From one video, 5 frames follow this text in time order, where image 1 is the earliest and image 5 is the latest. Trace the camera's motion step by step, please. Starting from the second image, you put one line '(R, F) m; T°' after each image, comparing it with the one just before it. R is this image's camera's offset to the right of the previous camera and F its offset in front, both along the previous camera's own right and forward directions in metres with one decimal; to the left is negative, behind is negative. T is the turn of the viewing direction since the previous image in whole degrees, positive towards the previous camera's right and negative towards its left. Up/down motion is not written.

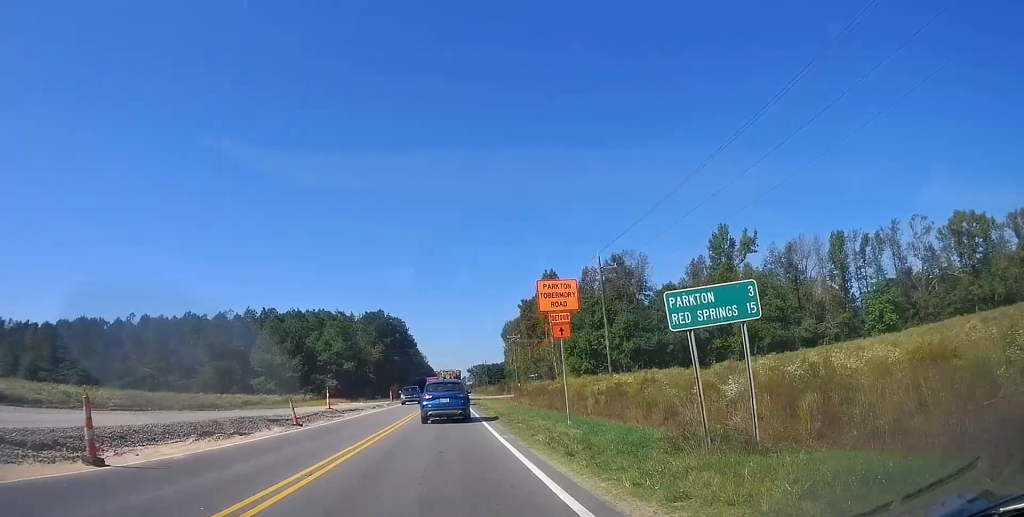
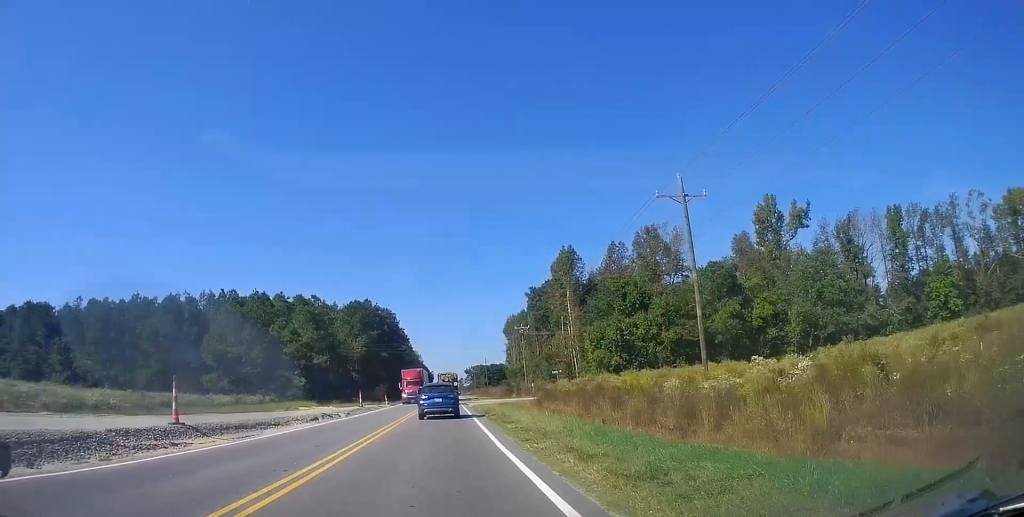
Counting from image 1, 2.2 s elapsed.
(+0.1, +19.0) m; -2°
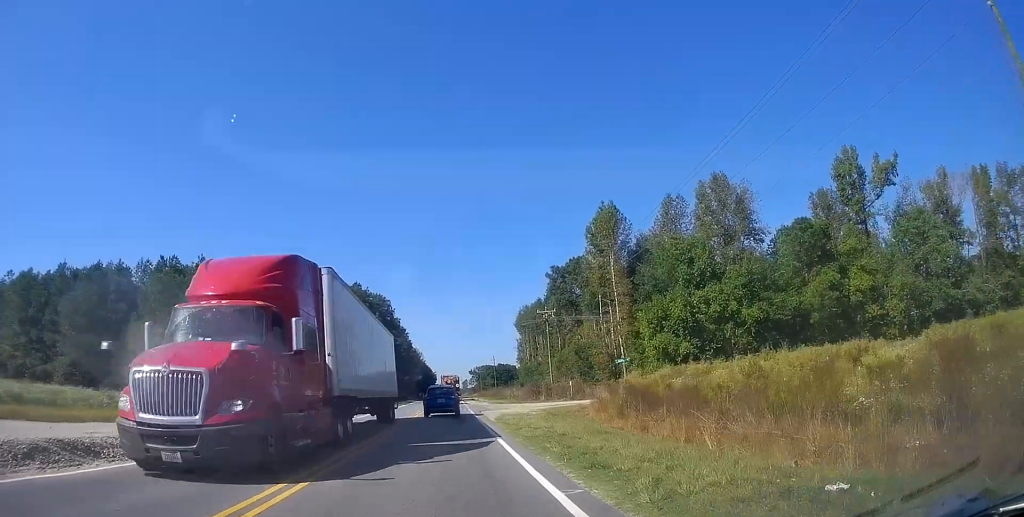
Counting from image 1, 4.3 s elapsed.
(0.0, +18.8) m; +3°
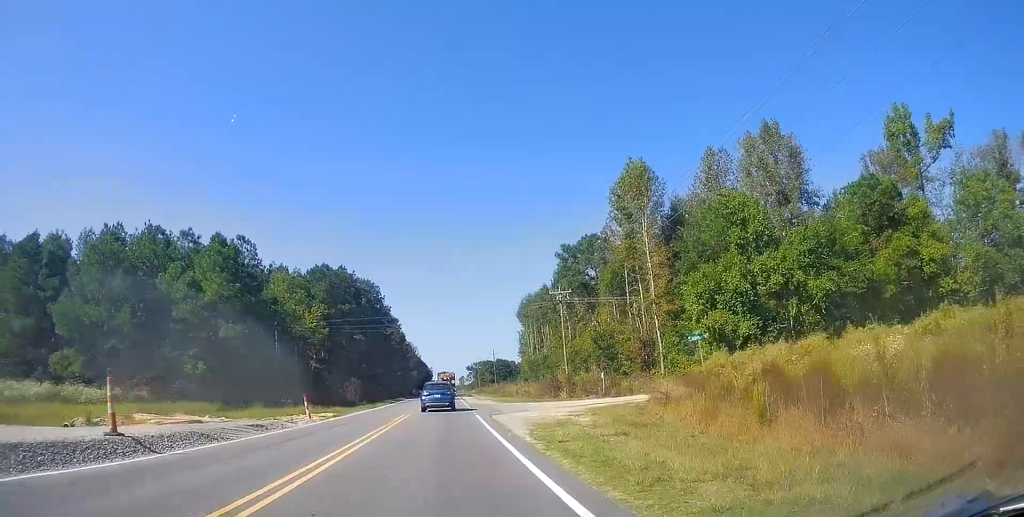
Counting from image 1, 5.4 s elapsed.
(0.0, +10.9) m; -1°
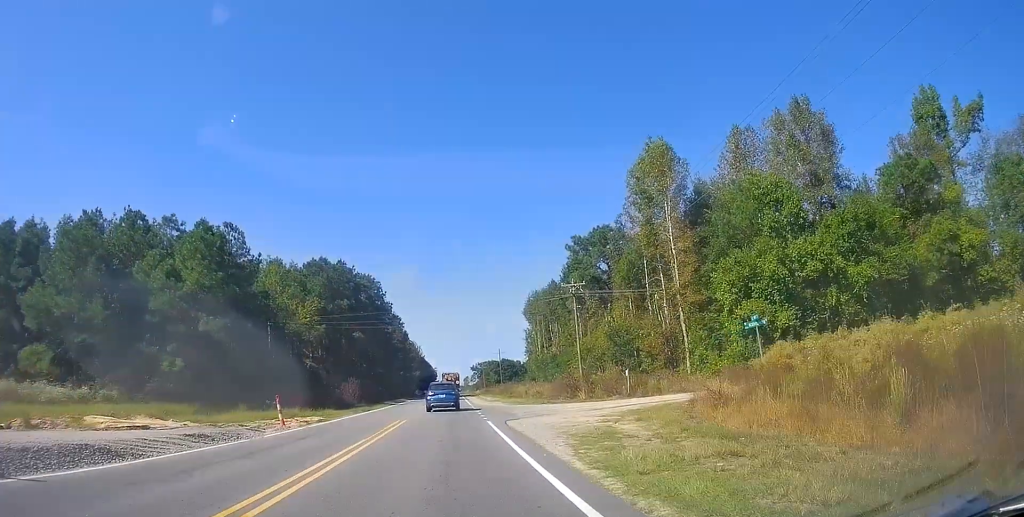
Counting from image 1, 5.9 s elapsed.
(-0.1, +4.5) m; -1°
